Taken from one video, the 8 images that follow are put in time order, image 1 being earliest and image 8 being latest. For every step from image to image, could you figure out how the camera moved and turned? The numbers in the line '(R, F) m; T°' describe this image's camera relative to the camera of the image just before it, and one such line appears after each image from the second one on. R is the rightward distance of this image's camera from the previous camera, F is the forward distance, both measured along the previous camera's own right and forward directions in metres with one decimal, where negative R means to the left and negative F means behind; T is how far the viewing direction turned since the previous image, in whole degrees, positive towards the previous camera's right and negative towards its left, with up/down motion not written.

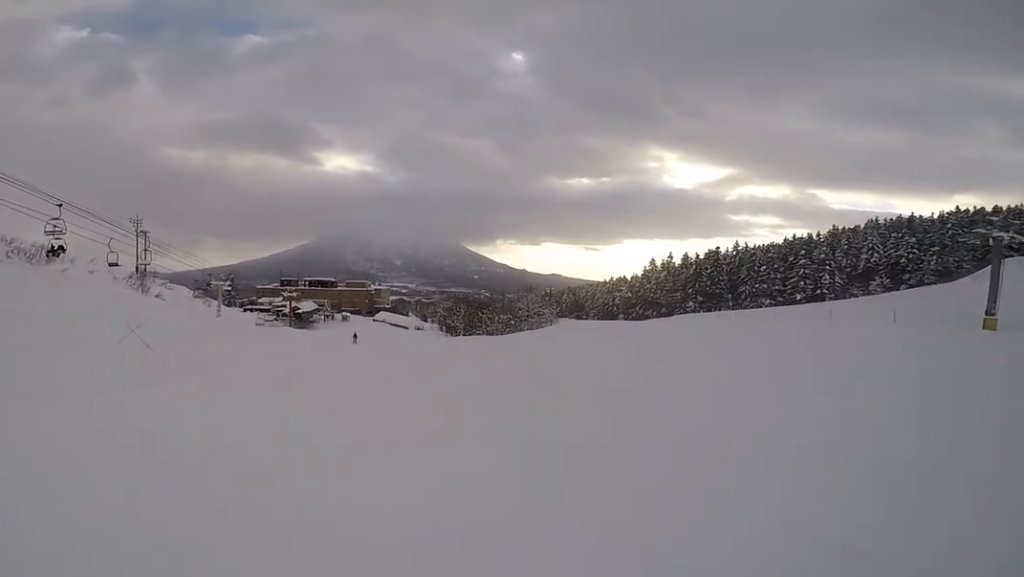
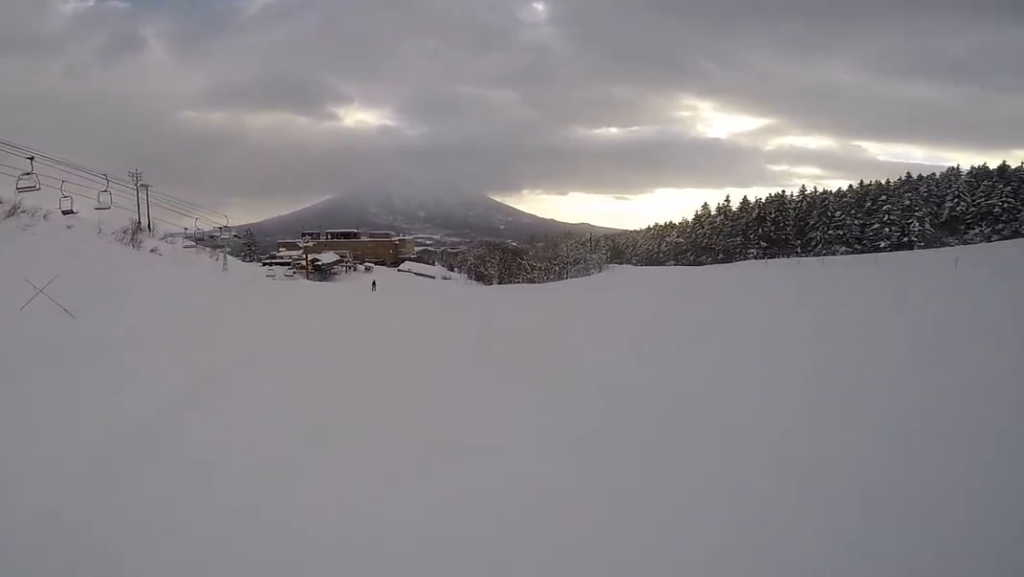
(-0.5, +9.1) m; -5°
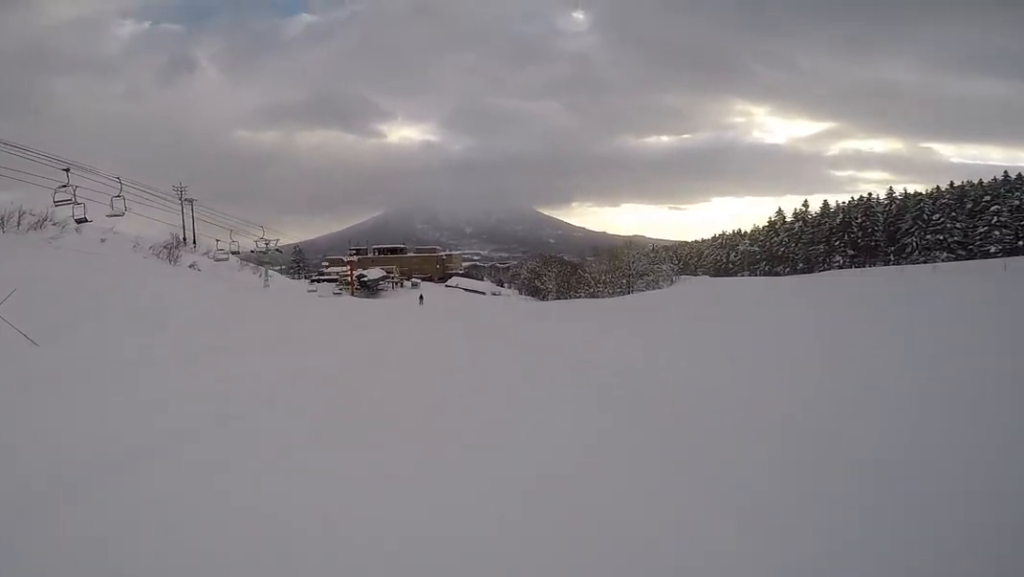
(-0.1, +5.2) m; -1°
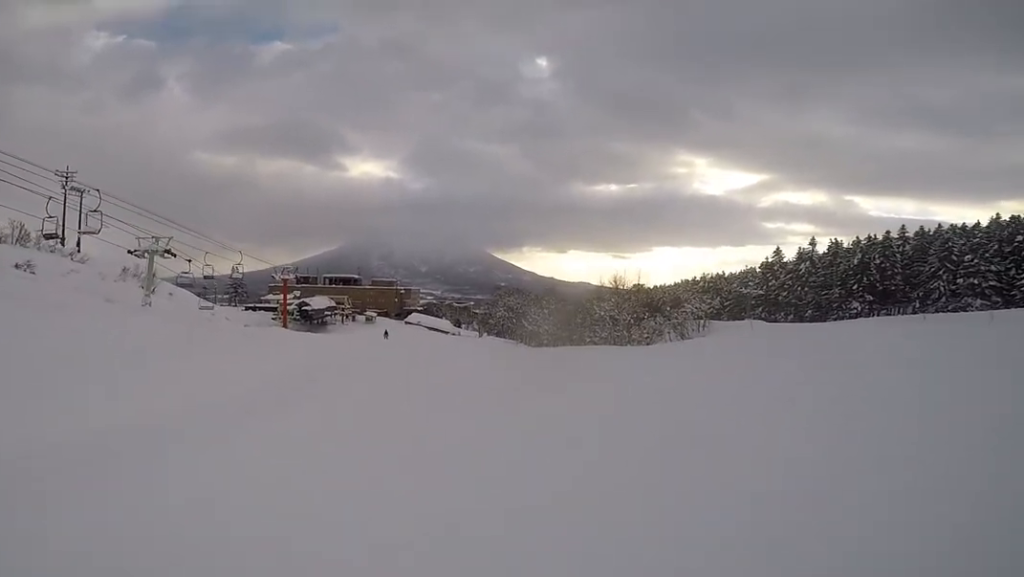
(+0.2, +21.3) m; +5°
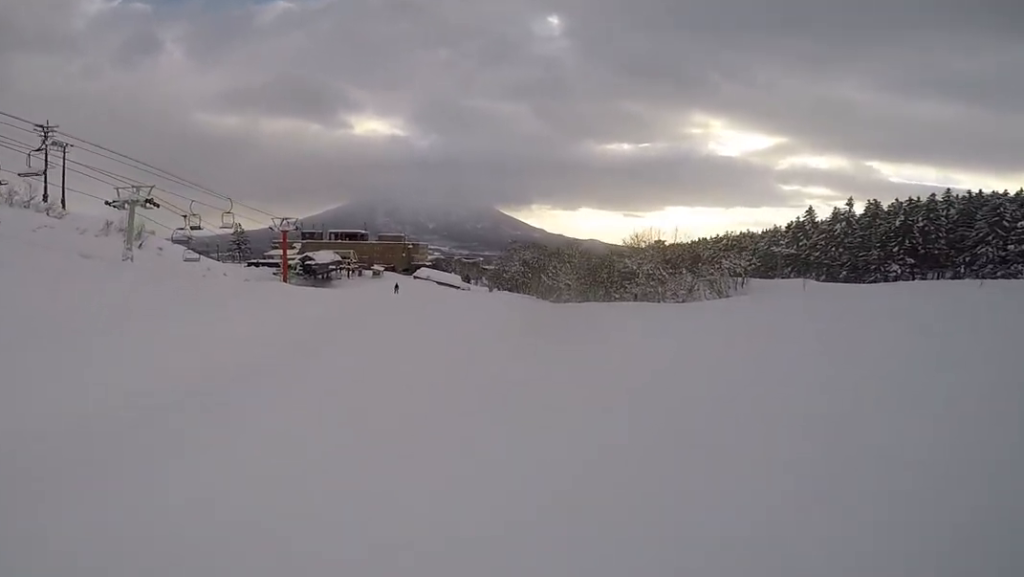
(-0.1, +4.7) m; +3°
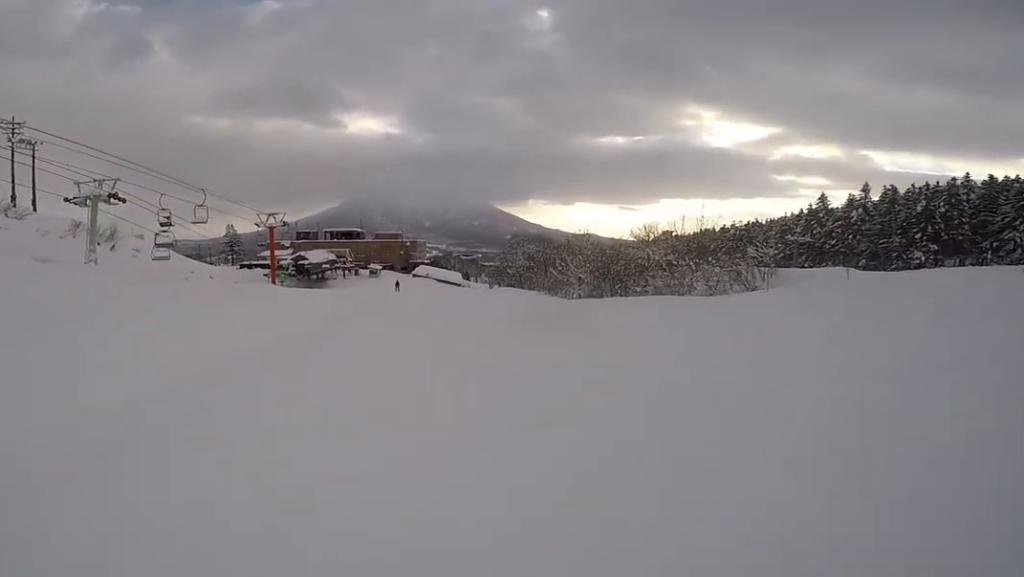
(+0.4, +4.6) m; 0°
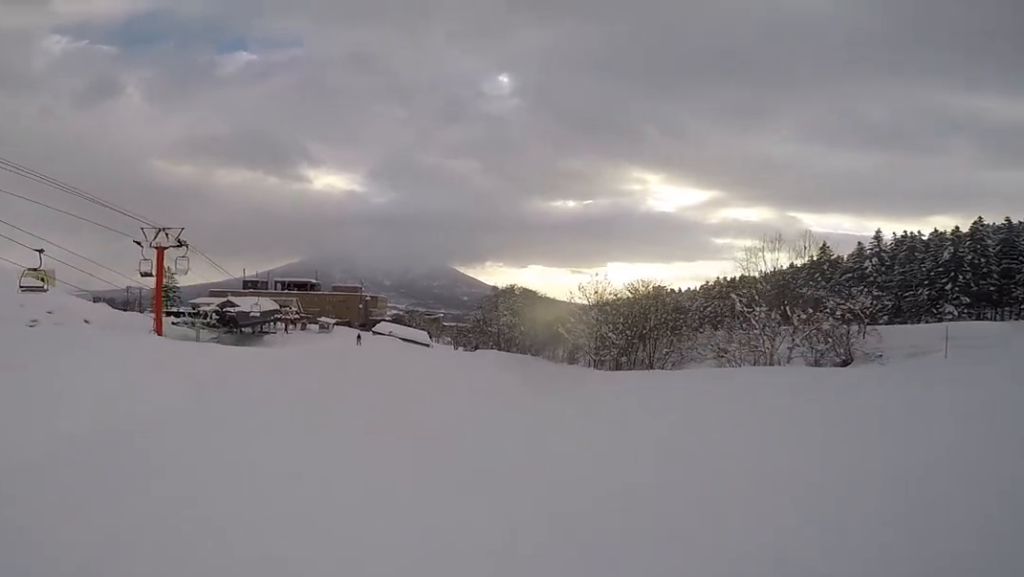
(-0.4, +17.2) m; -5°
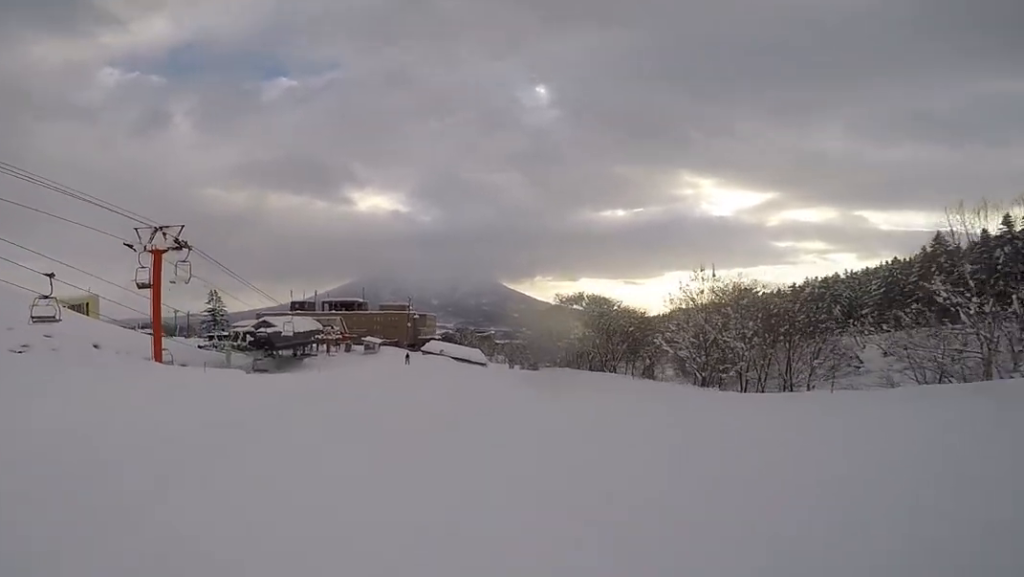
(-0.1, +8.2) m; 0°
